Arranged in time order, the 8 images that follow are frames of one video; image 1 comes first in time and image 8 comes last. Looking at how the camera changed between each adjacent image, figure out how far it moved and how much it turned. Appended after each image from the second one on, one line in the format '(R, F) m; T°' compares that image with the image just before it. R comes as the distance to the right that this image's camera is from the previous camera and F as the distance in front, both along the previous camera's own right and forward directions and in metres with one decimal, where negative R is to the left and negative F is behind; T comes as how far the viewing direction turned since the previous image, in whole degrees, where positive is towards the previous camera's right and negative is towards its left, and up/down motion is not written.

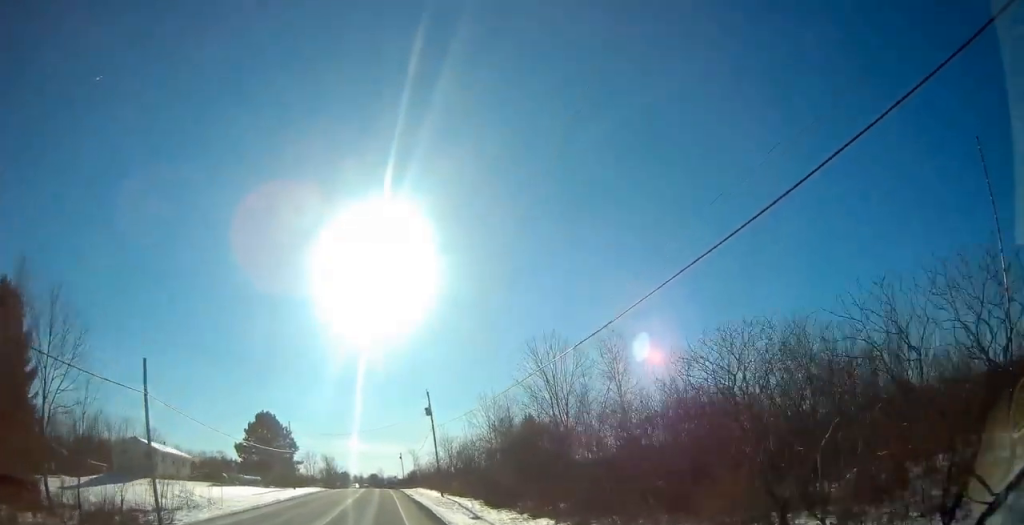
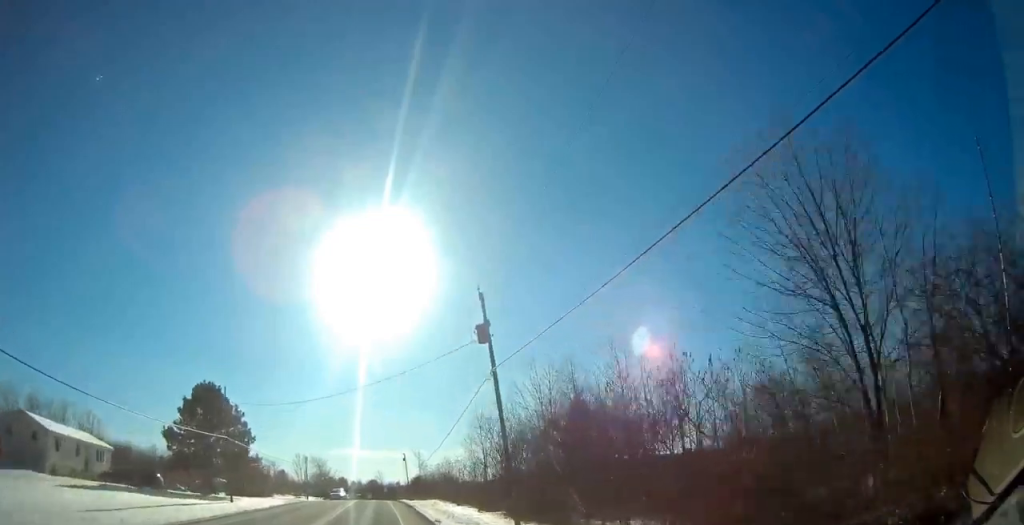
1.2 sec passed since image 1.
(+0.1, +27.7) m; +1°
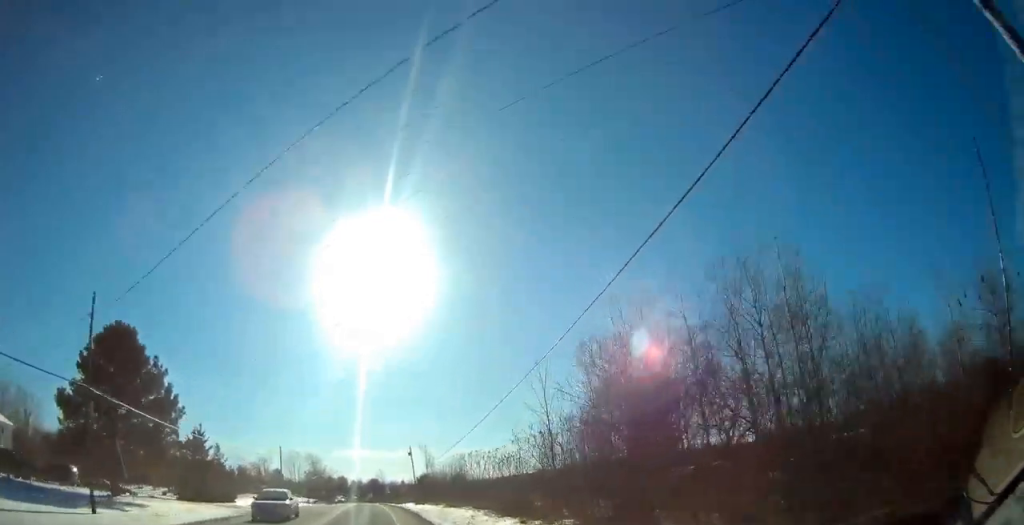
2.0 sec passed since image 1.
(+0.2, +20.3) m; 0°
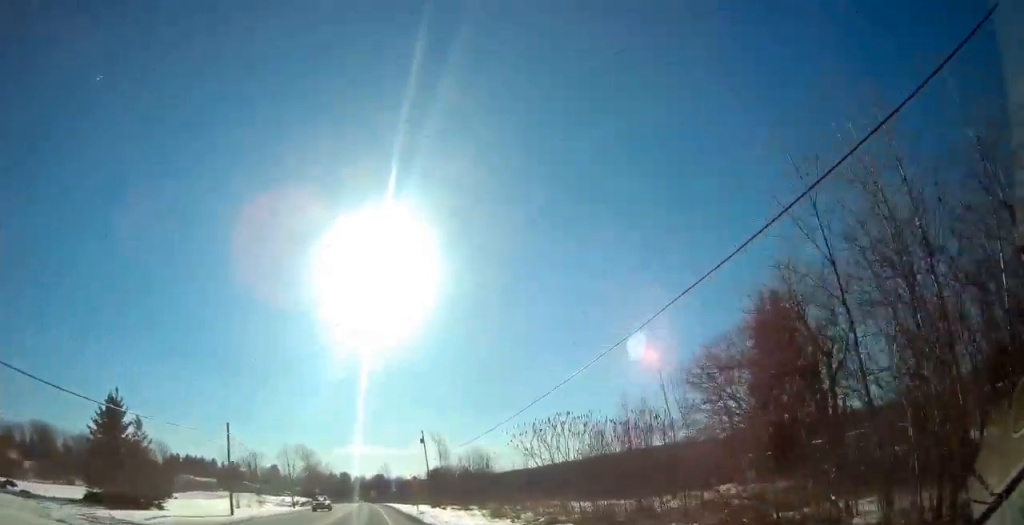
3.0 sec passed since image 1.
(-0.1, +21.5) m; -1°
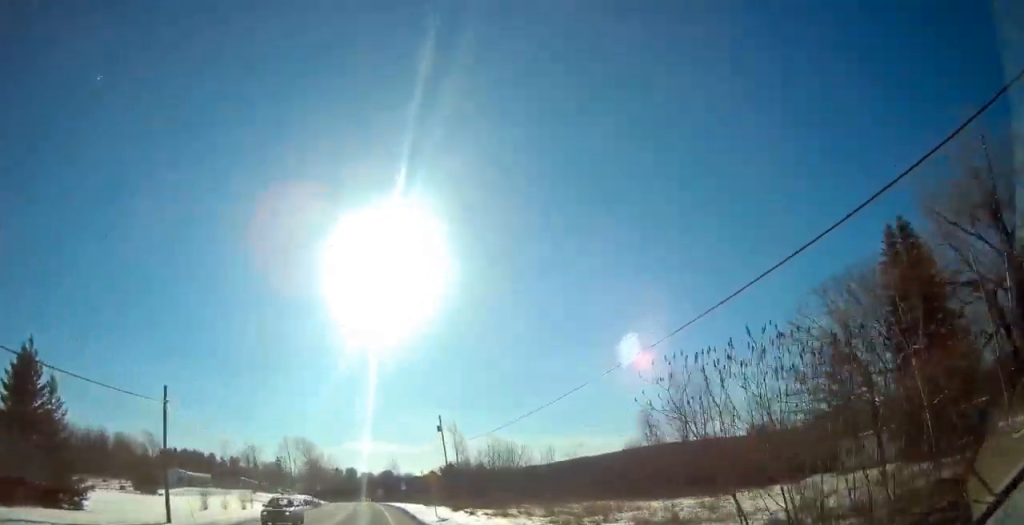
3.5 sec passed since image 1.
(-0.1, +12.9) m; -1°
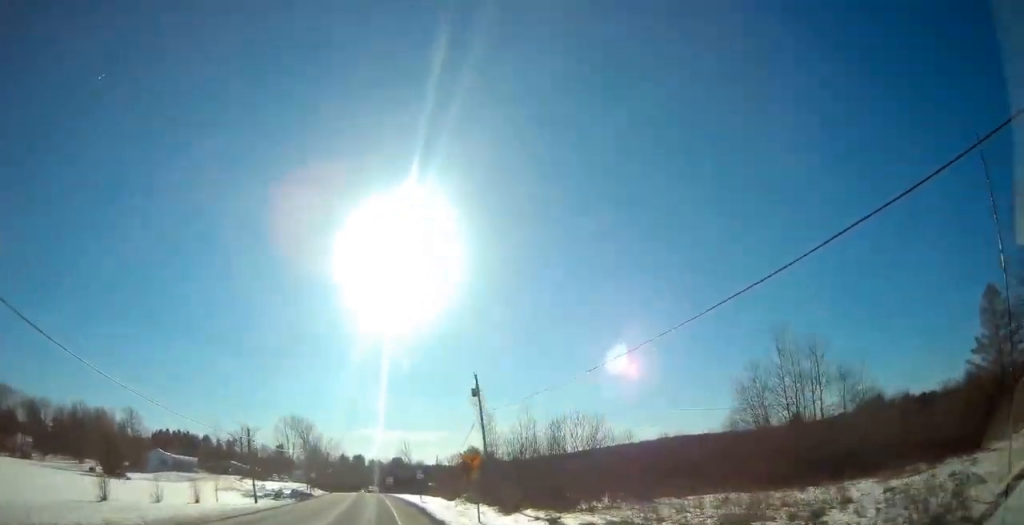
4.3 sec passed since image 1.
(0.0, +17.9) m; -1°
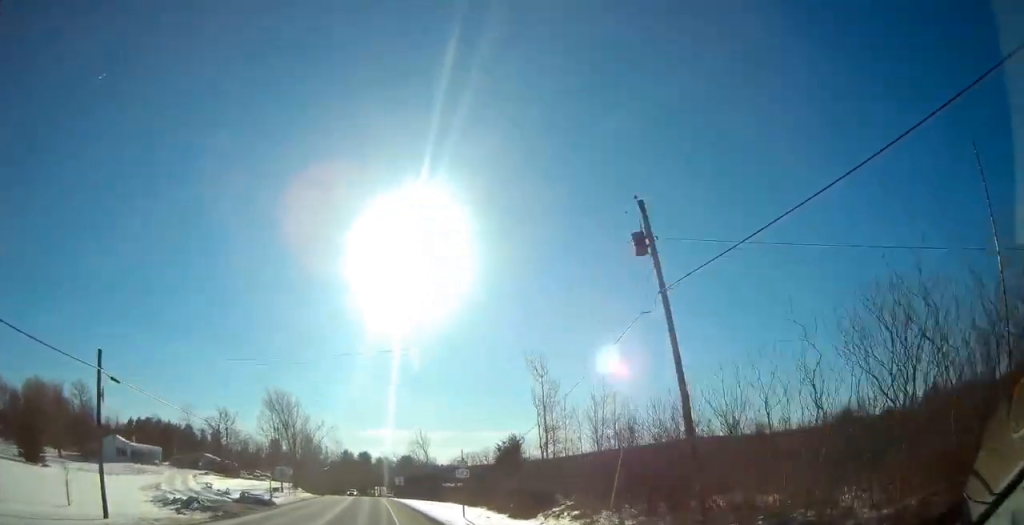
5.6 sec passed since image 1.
(-0.8, +27.4) m; -1°
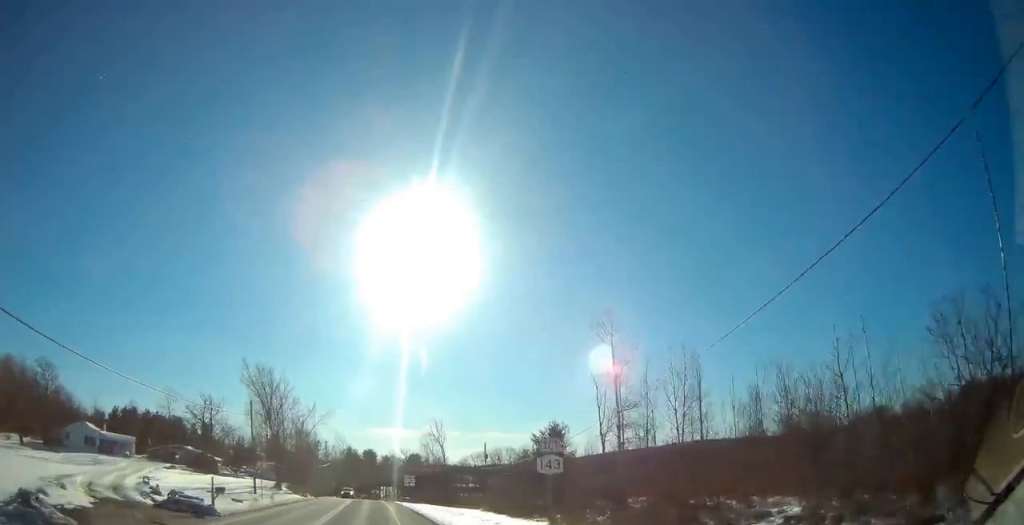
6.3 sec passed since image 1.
(+0.3, +15.5) m; 0°
